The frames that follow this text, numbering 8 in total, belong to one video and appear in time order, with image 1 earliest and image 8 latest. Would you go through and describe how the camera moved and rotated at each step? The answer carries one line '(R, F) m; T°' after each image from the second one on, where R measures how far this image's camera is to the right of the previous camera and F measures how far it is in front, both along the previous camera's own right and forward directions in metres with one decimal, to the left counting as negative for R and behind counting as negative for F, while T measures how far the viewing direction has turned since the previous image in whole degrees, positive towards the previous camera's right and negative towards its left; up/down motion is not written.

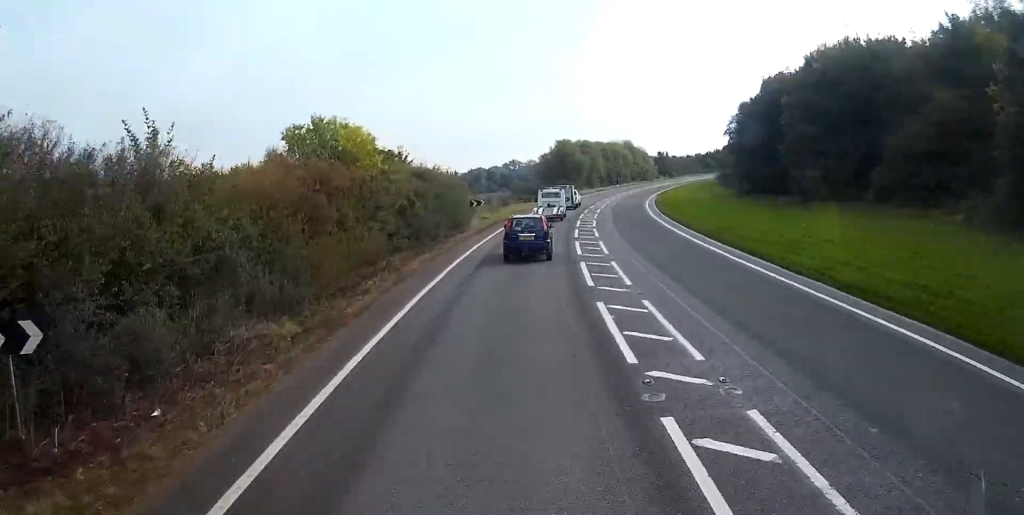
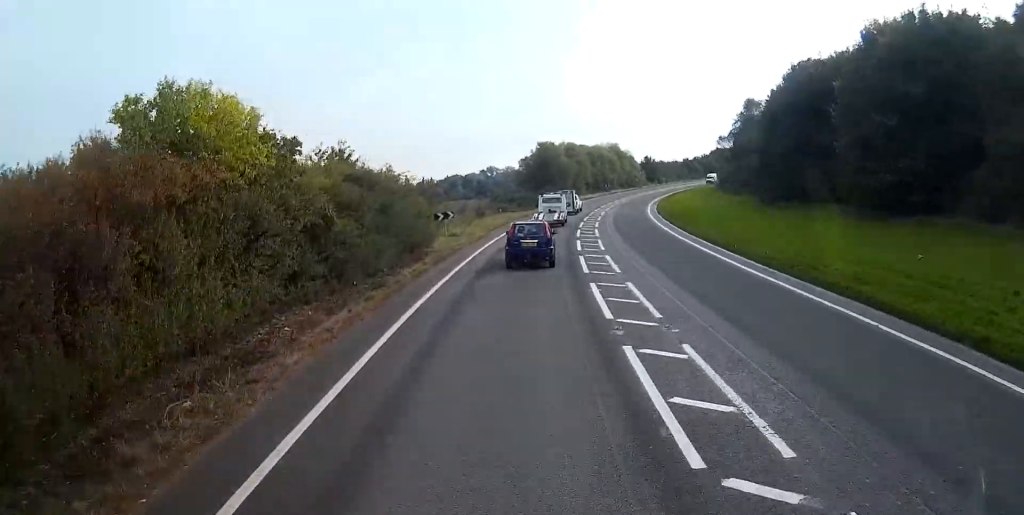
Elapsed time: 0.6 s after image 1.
(0.0, +12.6) m; +2°
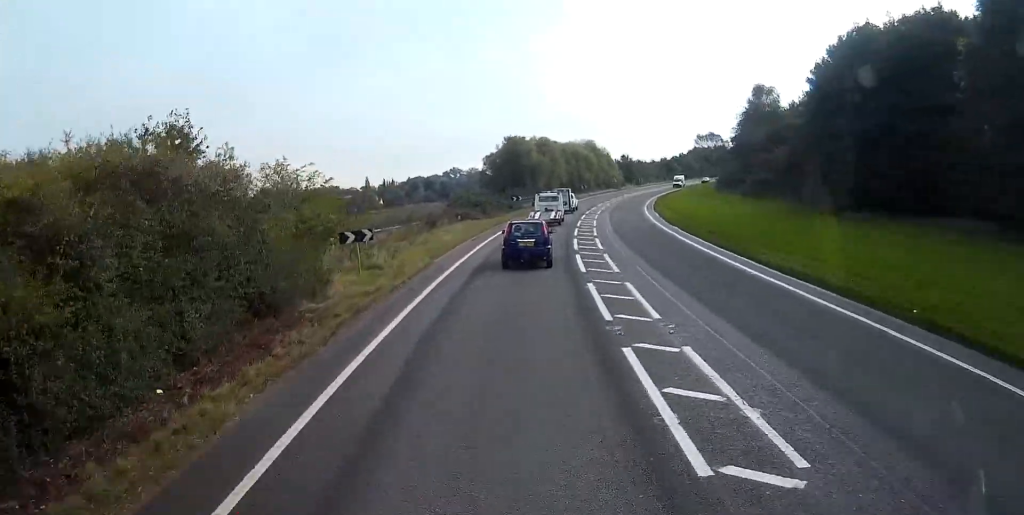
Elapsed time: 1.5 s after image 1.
(-0.2, +17.1) m; +11°
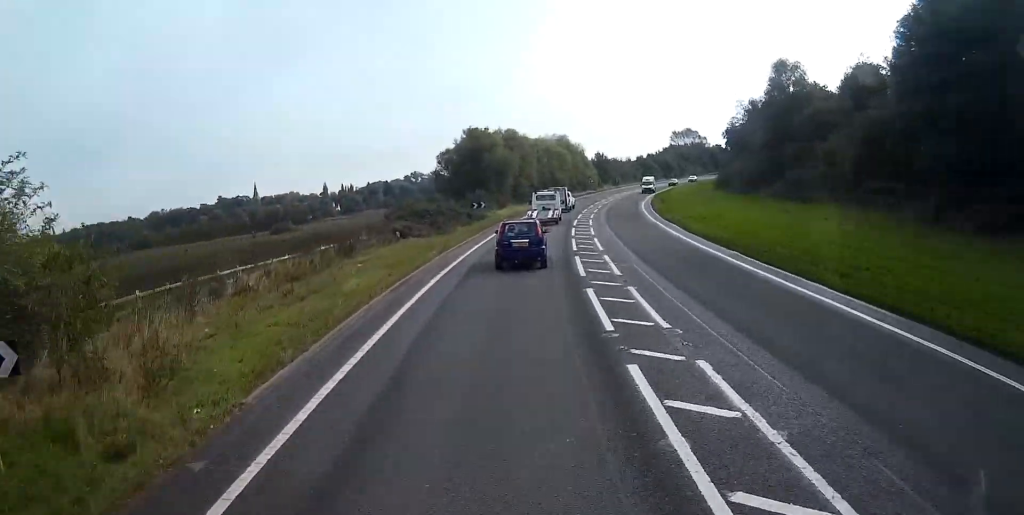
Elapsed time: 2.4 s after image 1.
(+3.6, +18.1) m; +12°
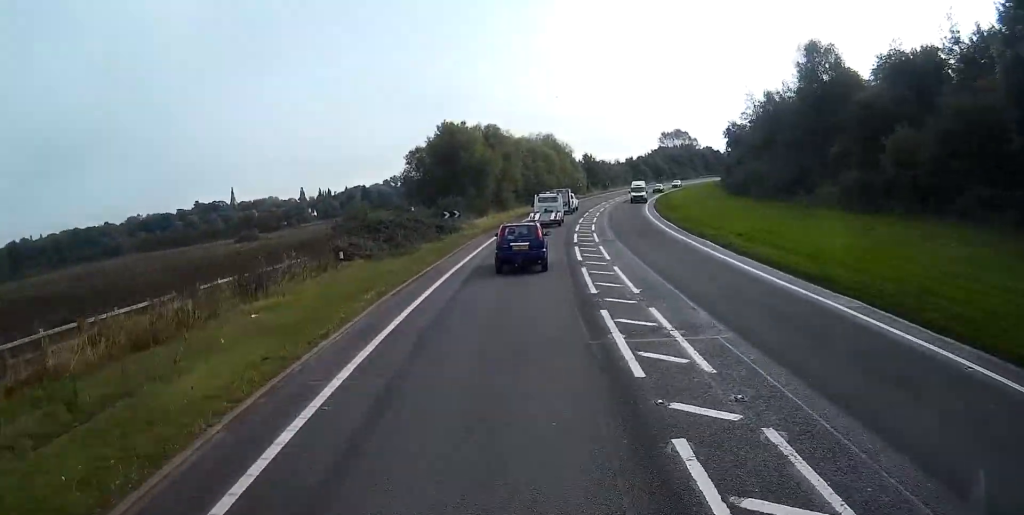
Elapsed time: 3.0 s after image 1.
(+0.4, +11.7) m; +2°
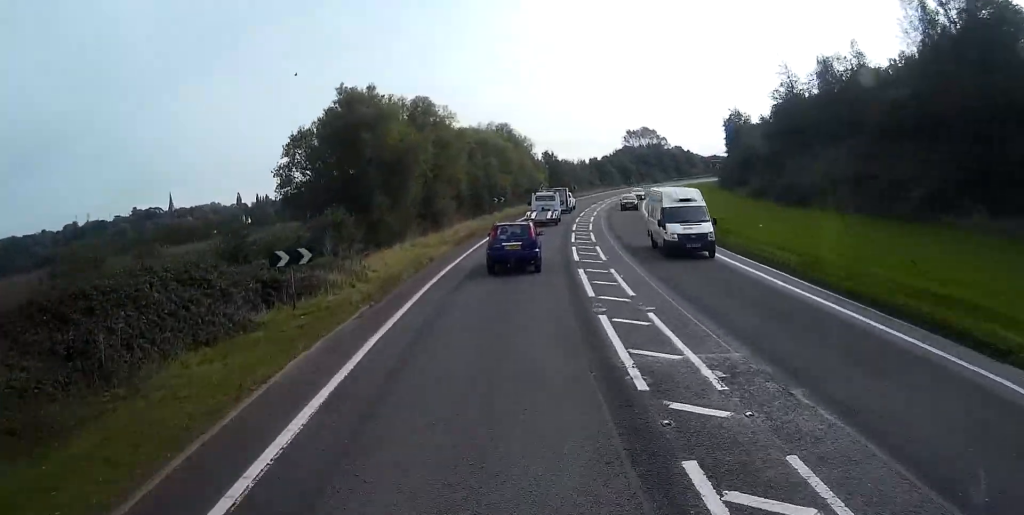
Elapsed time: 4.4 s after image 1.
(+0.8, +26.8) m; +4°
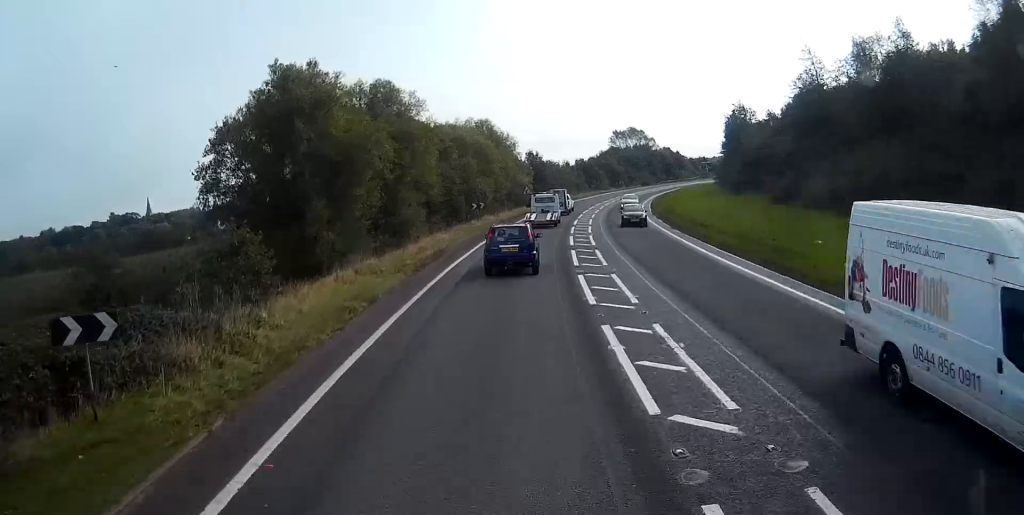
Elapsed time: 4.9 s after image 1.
(+0.2, +9.9) m; +2°
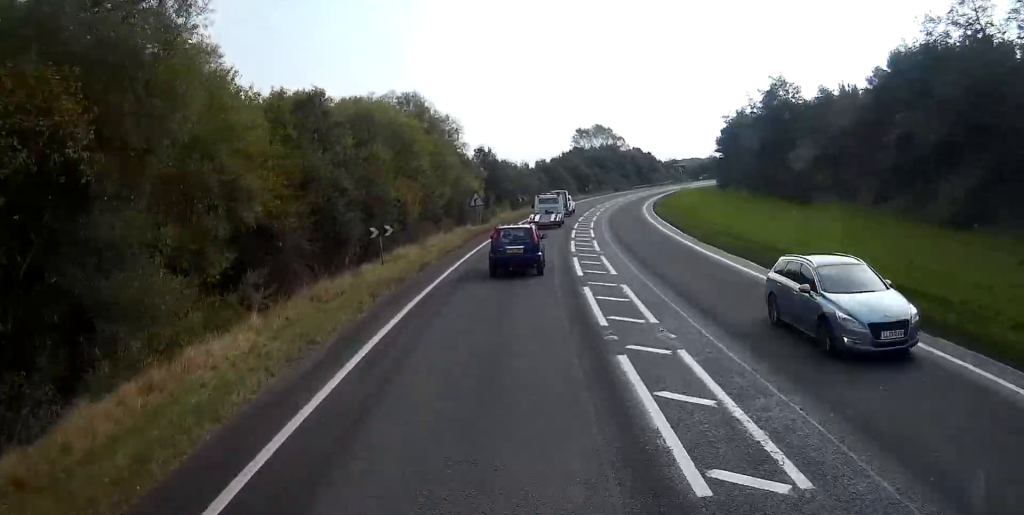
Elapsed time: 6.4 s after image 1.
(+1.6, +29.1) m; +6°
